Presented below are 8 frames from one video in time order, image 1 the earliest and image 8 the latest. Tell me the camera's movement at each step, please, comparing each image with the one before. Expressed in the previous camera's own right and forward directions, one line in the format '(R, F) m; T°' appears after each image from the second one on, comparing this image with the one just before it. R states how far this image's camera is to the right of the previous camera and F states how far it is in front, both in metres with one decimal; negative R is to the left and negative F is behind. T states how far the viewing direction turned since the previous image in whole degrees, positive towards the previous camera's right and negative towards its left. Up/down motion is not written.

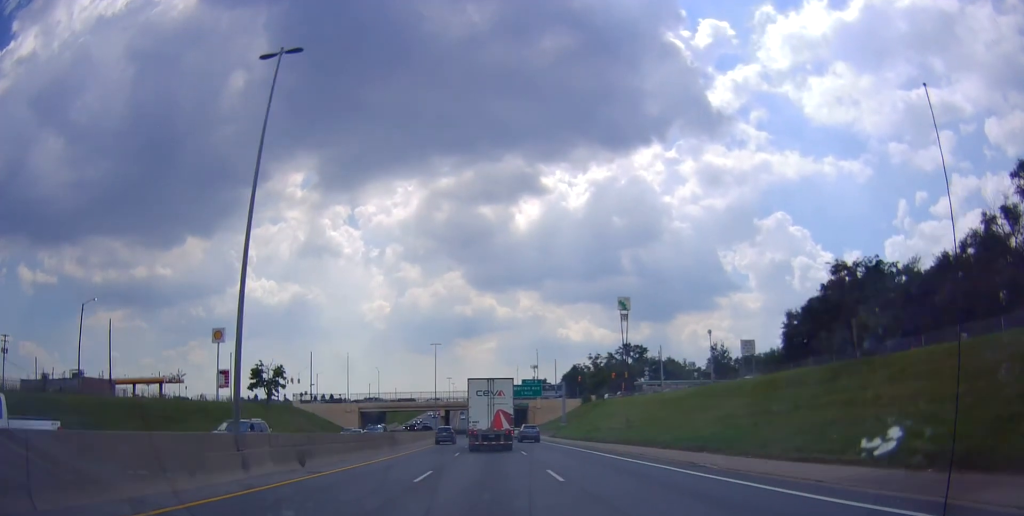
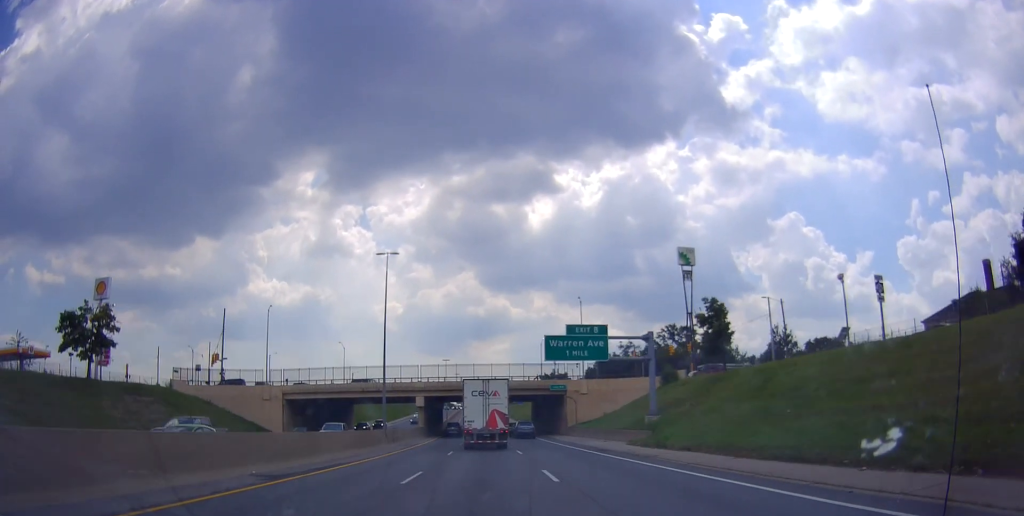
(-0.8, +45.6) m; -2°
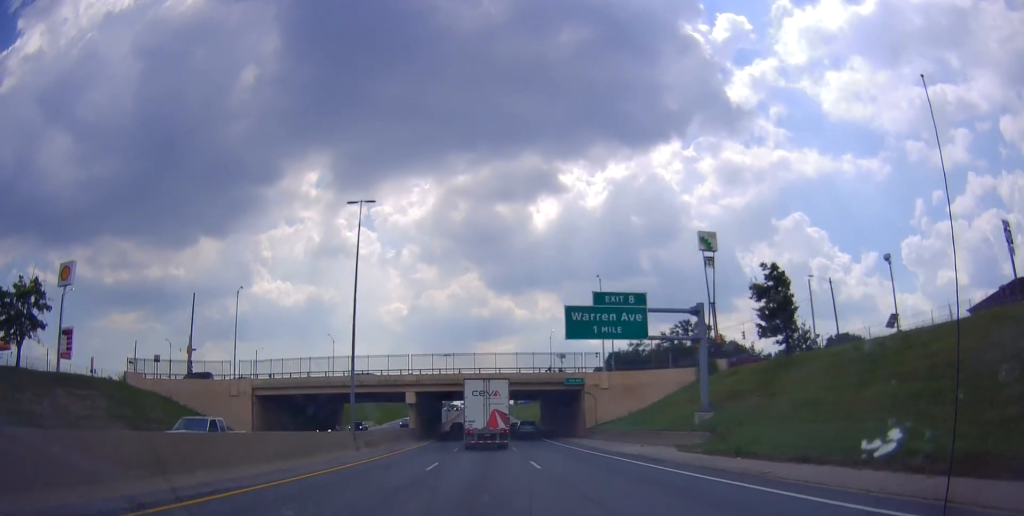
(0.0, +10.1) m; 0°
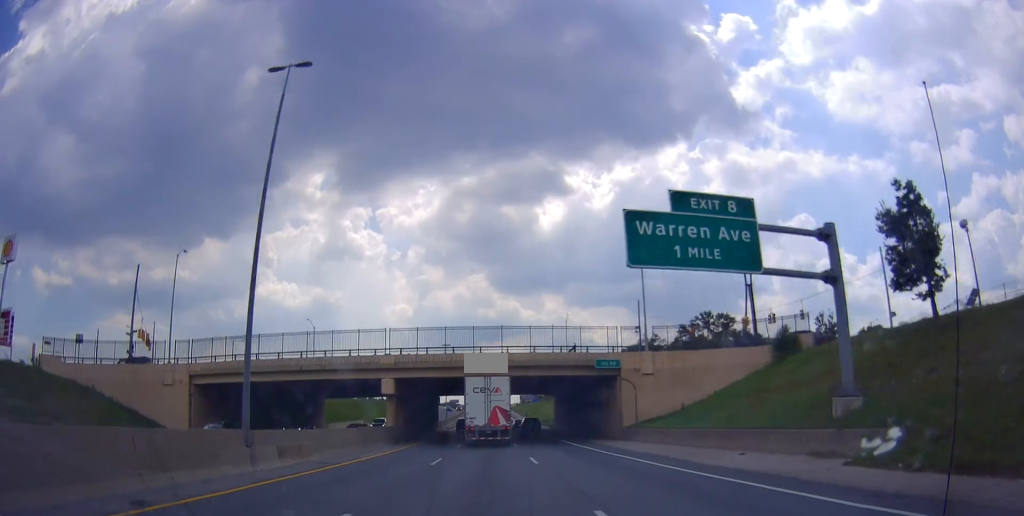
(0.0, +14.3) m; 0°
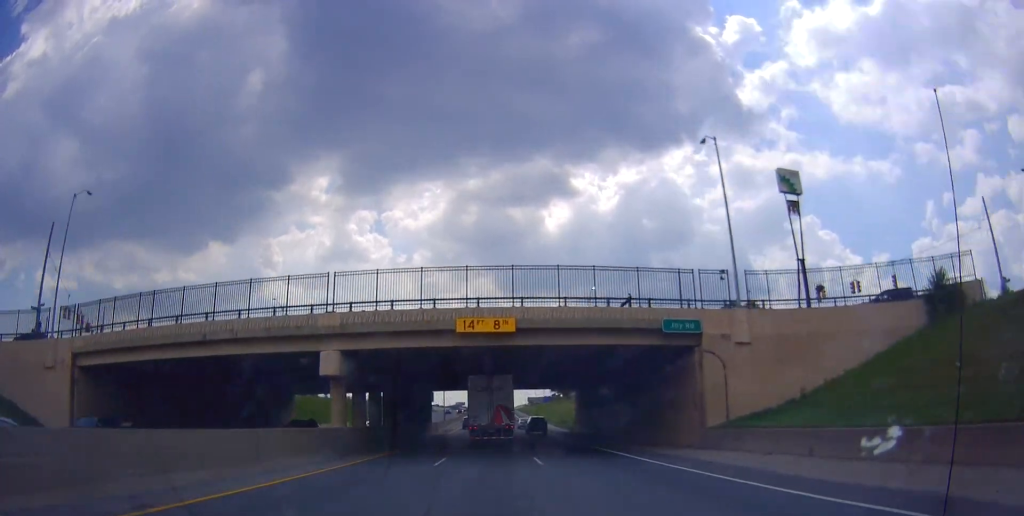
(0.0, +15.9) m; 0°
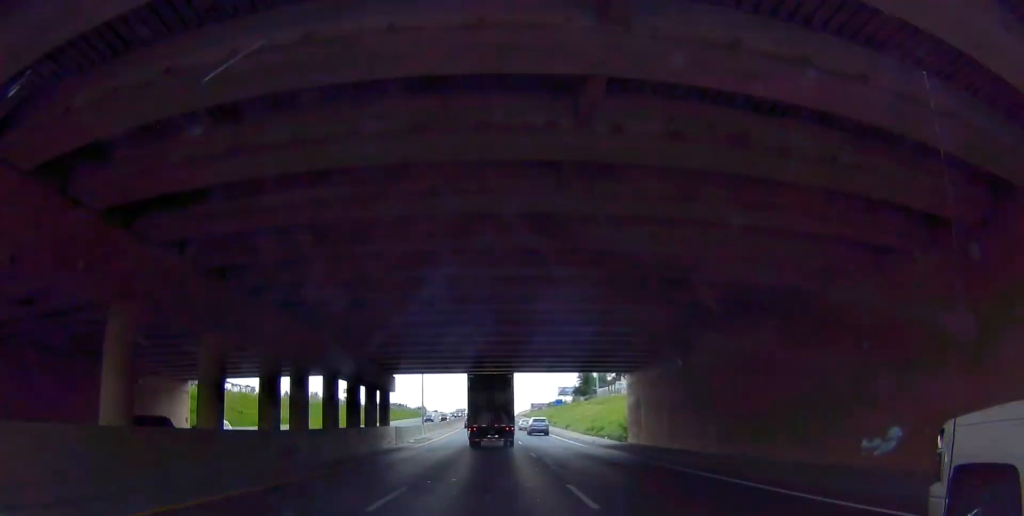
(-0.3, +25.6) m; -2°
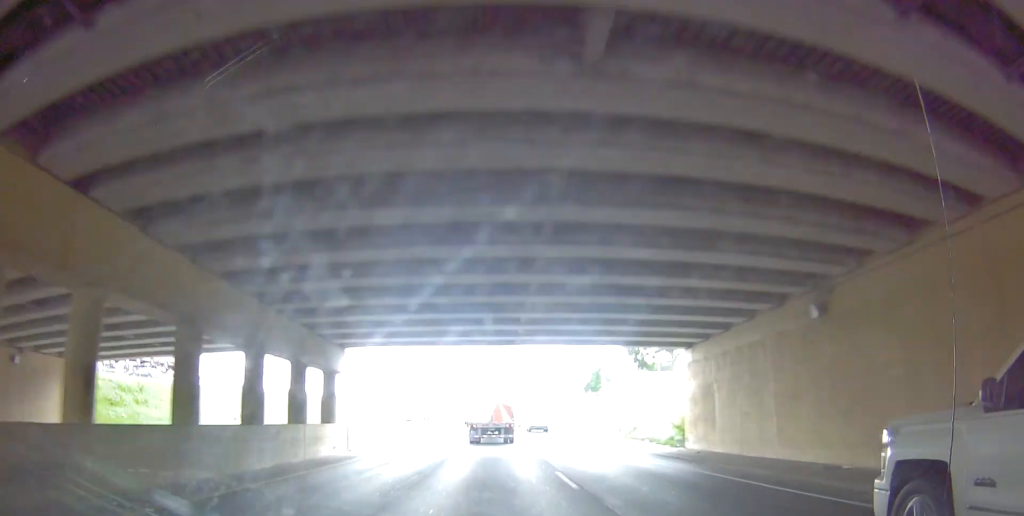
(-0.3, +12.8) m; -1°
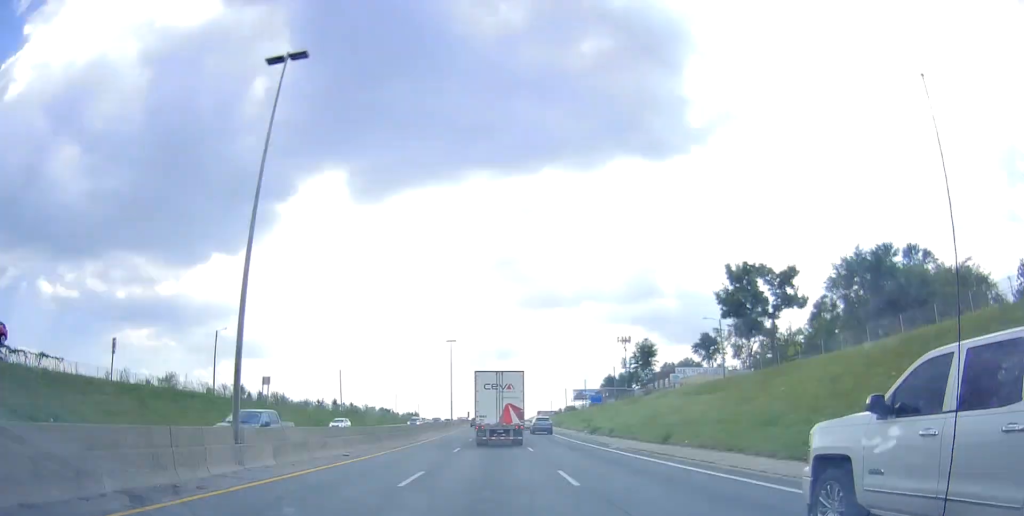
(-0.2, +29.9) m; +2°
